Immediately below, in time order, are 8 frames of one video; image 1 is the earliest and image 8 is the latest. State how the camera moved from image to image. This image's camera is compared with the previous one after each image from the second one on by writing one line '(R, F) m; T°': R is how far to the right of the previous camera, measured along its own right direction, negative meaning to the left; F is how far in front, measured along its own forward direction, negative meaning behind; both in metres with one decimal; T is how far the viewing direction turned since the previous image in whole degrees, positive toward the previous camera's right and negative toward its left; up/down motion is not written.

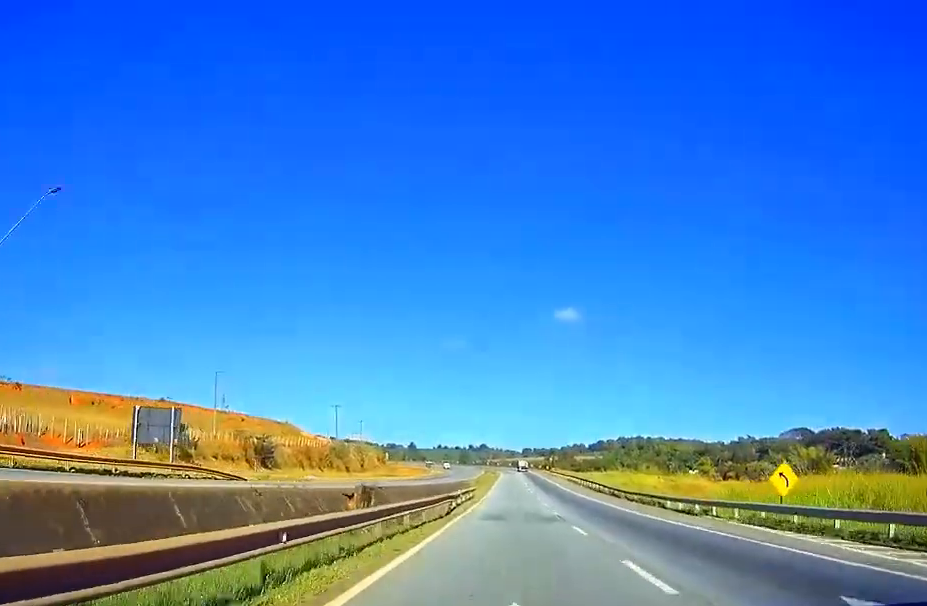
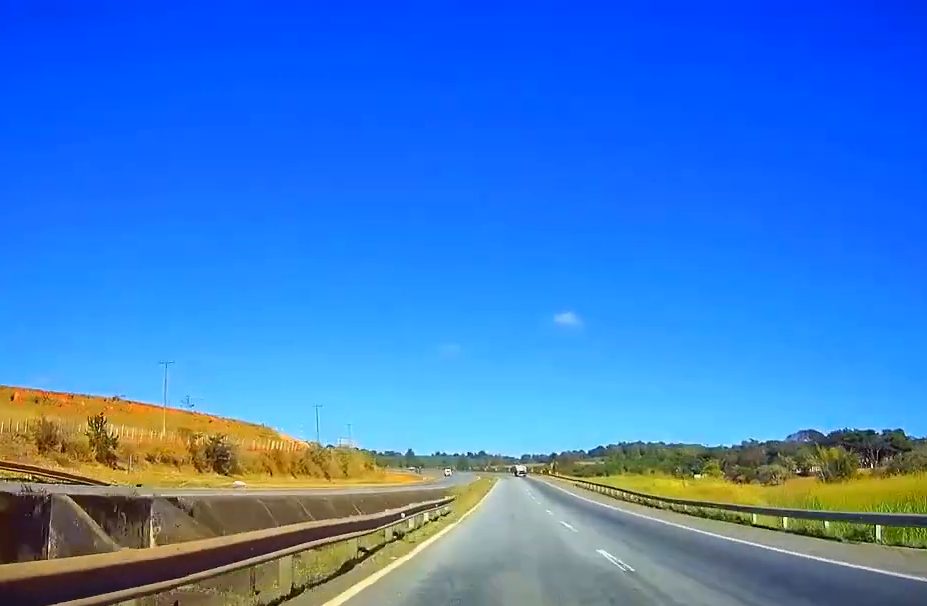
(+0.1, +19.3) m; 0°
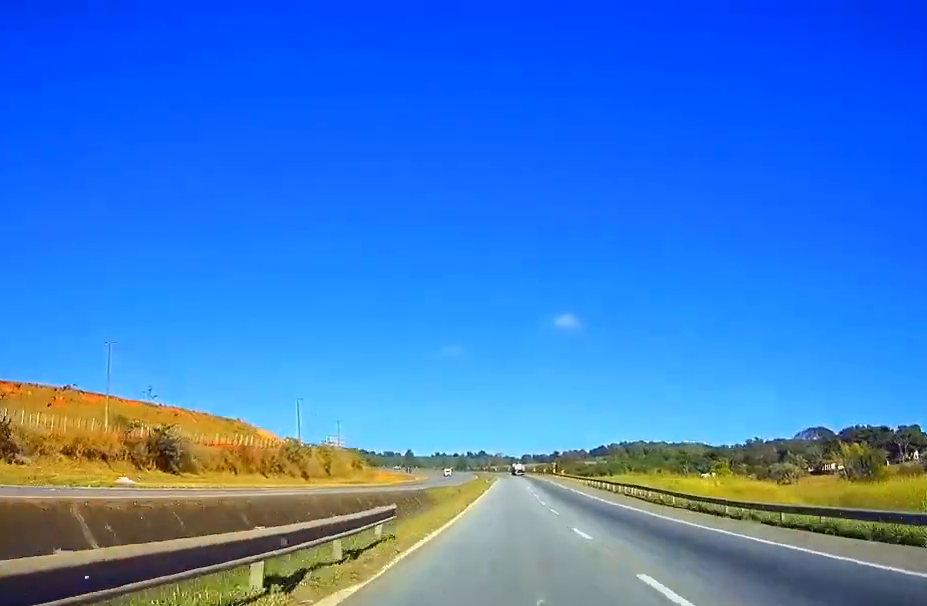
(0.0, +17.2) m; 0°
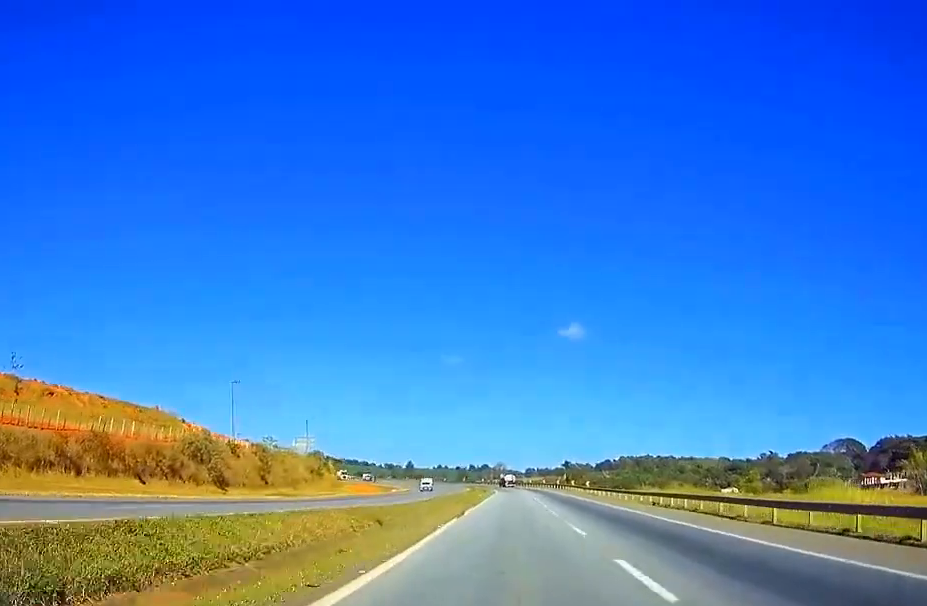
(0.0, +43.6) m; 0°
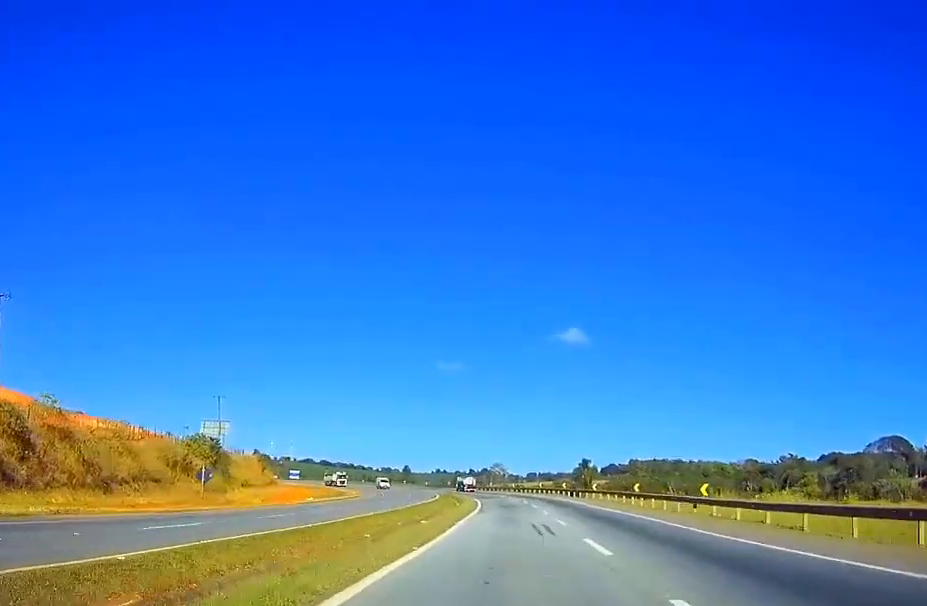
(0.0, +64.7) m; 0°
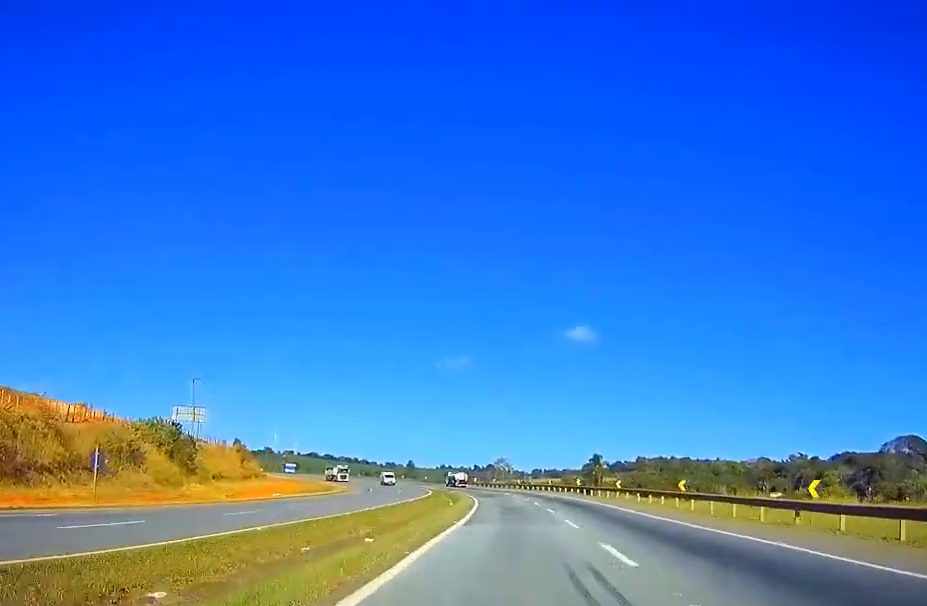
(0.0, +15.0) m; 0°
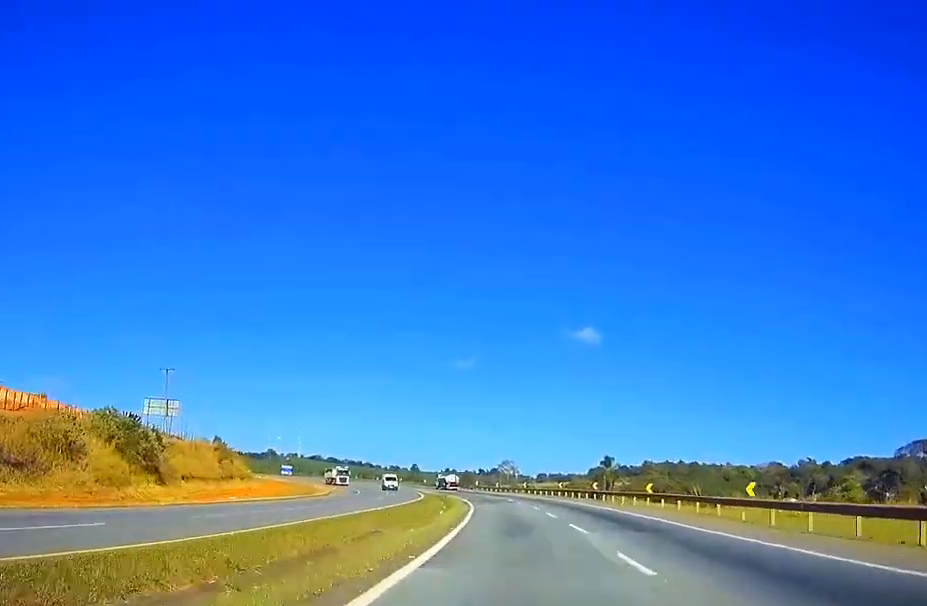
(0.0, +13.0) m; 0°
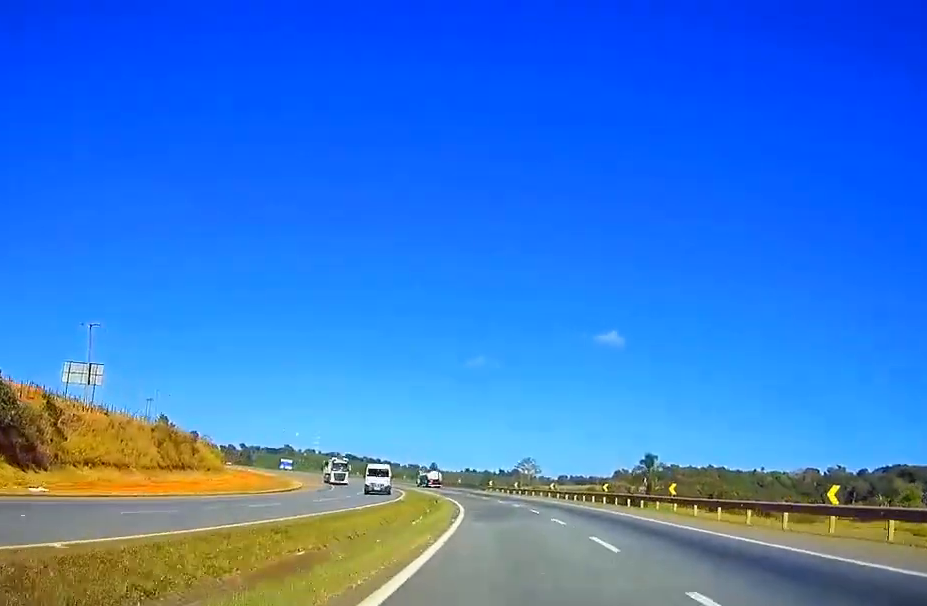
(0.0, +29.7) m; 0°
